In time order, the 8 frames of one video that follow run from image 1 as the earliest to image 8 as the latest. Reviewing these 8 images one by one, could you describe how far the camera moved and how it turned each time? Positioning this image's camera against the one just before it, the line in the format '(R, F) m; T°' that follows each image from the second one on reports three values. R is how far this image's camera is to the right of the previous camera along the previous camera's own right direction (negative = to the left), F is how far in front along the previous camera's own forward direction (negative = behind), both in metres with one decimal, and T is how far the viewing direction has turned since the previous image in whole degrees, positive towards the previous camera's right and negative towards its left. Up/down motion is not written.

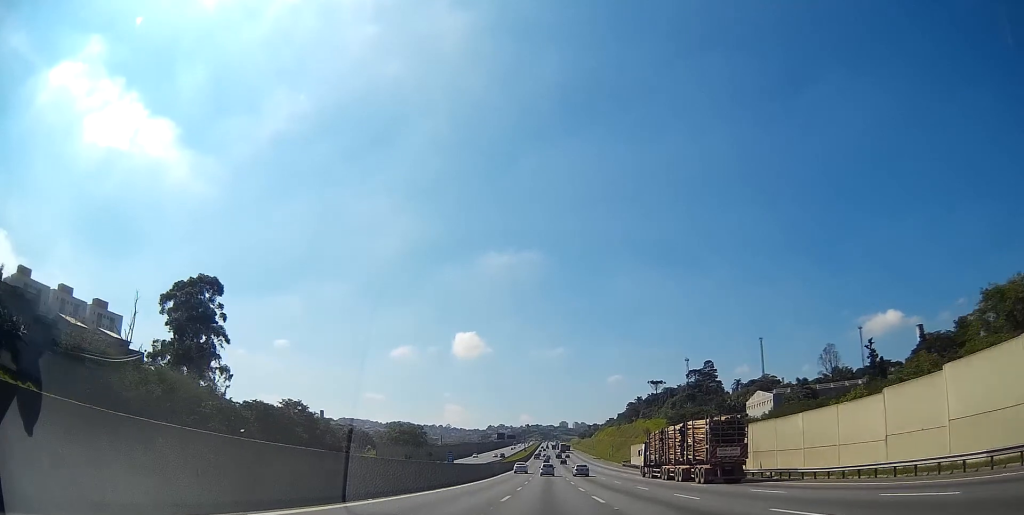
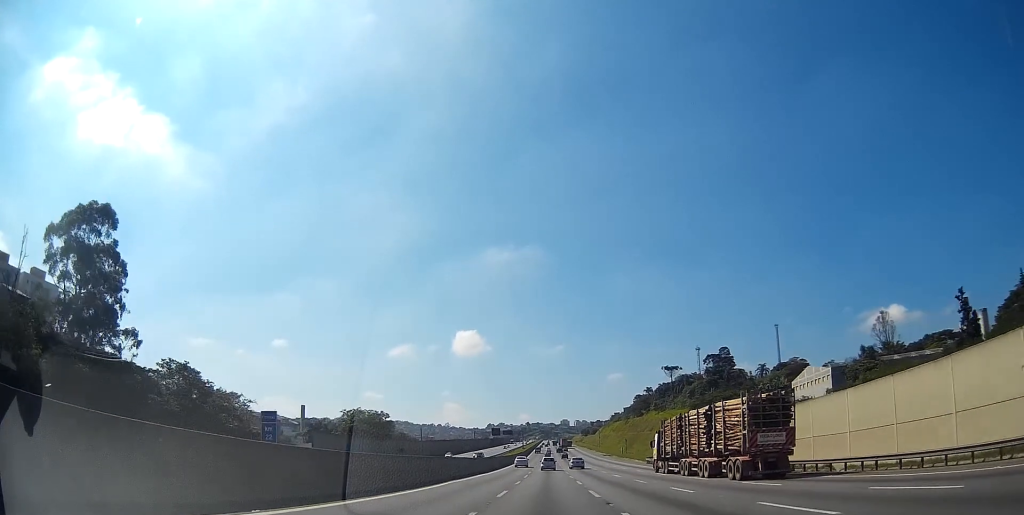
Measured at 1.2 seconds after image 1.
(-0.2, +35.1) m; 0°
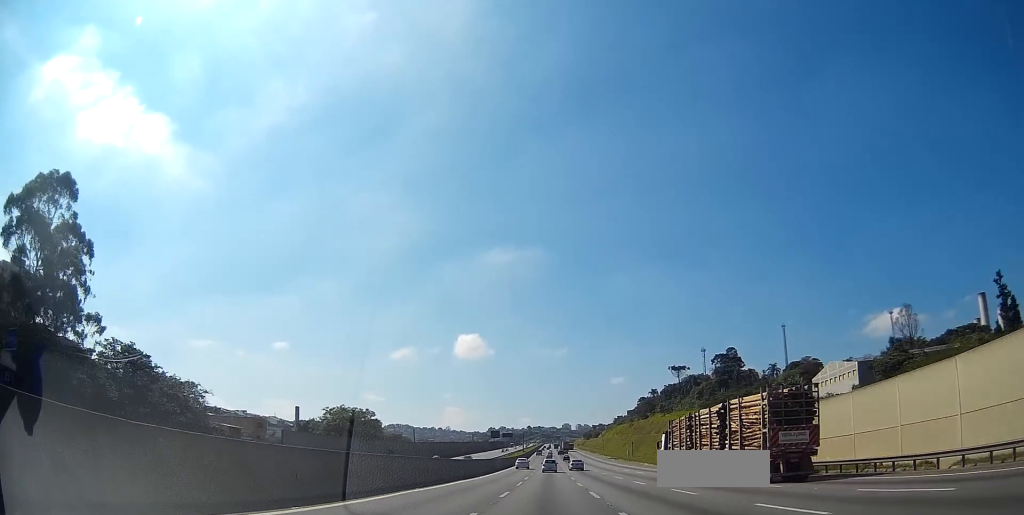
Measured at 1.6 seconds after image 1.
(0.0, +11.4) m; 0°
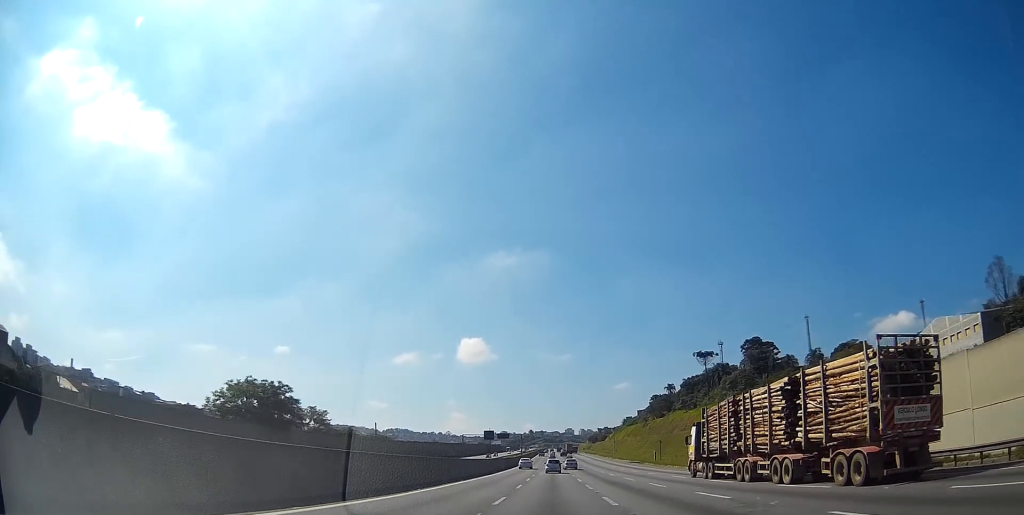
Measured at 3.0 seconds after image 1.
(0.0, +39.8) m; 0°
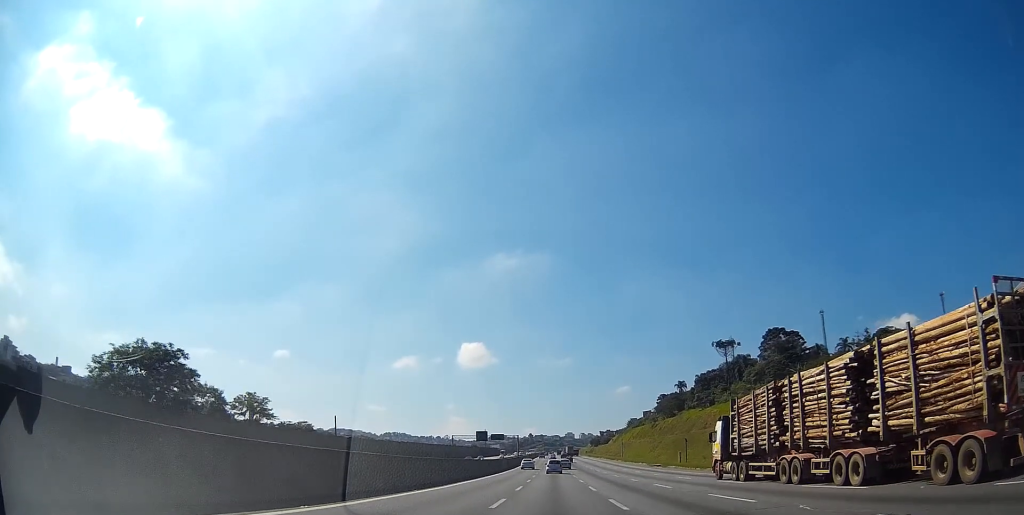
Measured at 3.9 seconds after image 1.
(-0.1, +25.6) m; 0°
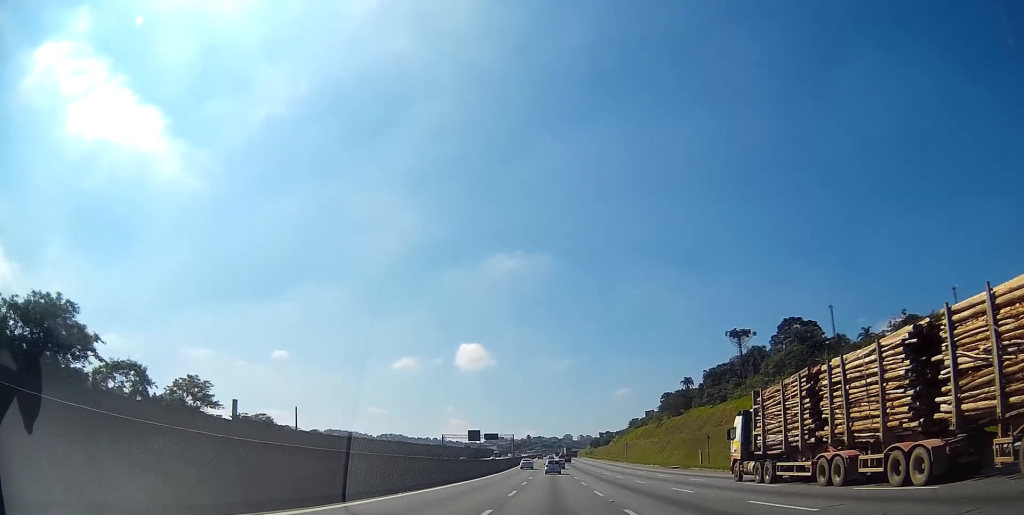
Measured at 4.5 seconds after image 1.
(0.0, +16.9) m; 0°
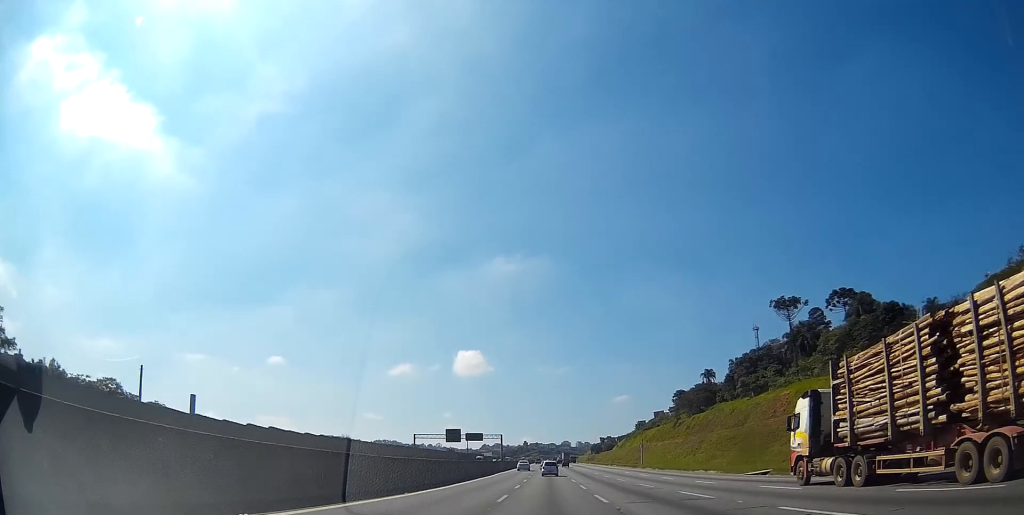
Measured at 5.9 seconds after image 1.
(+0.1, +38.4) m; +1°
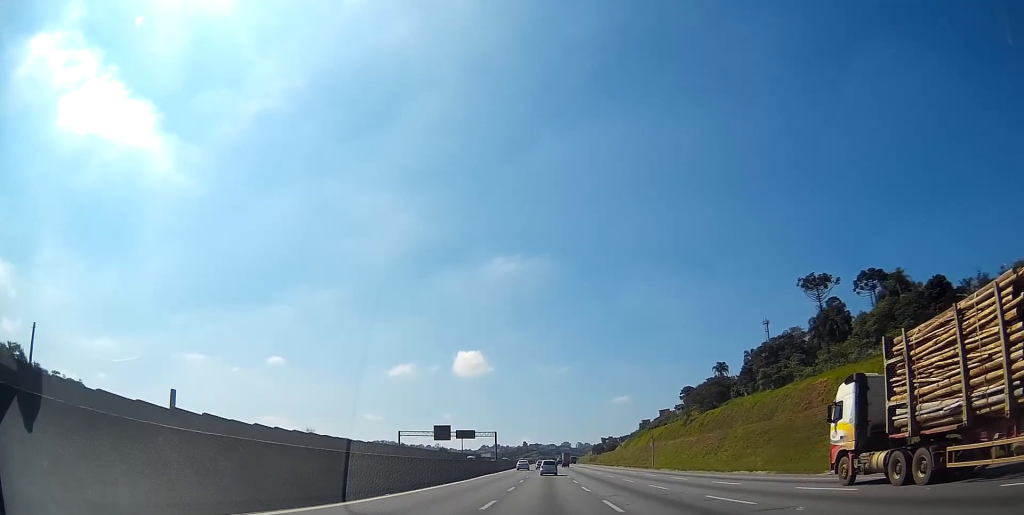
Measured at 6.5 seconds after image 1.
(+0.1, +16.2) m; 0°
